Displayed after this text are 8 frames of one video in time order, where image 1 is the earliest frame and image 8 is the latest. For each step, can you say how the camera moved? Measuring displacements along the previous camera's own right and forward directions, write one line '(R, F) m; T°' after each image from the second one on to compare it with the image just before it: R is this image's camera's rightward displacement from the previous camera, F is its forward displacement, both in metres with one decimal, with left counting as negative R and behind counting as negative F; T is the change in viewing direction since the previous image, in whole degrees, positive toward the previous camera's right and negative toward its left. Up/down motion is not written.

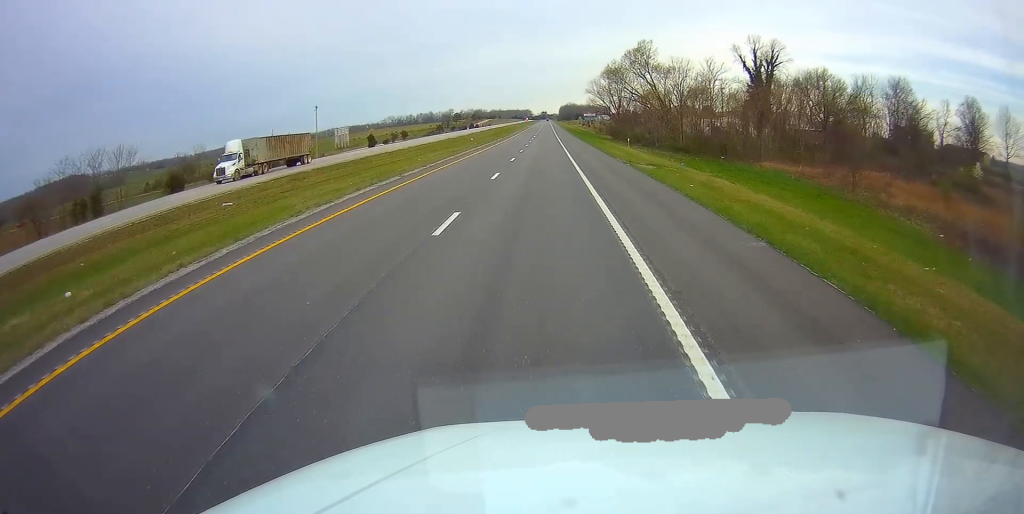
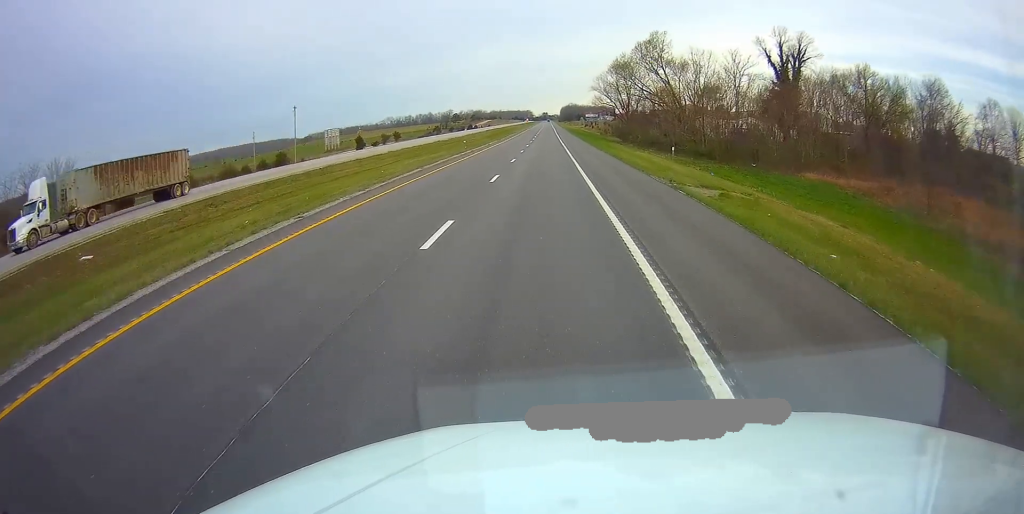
(0.0, +13.4) m; 0°
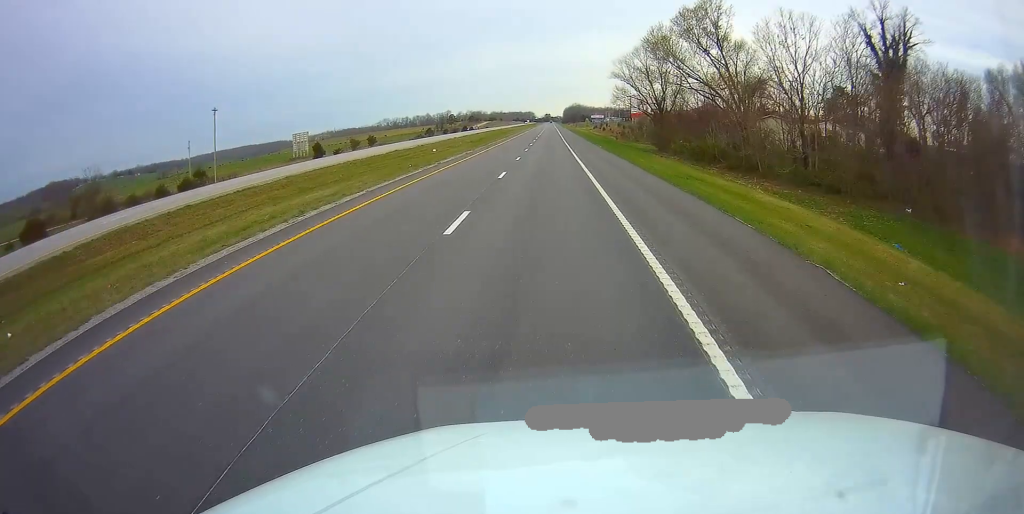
(-0.2, +34.9) m; 0°
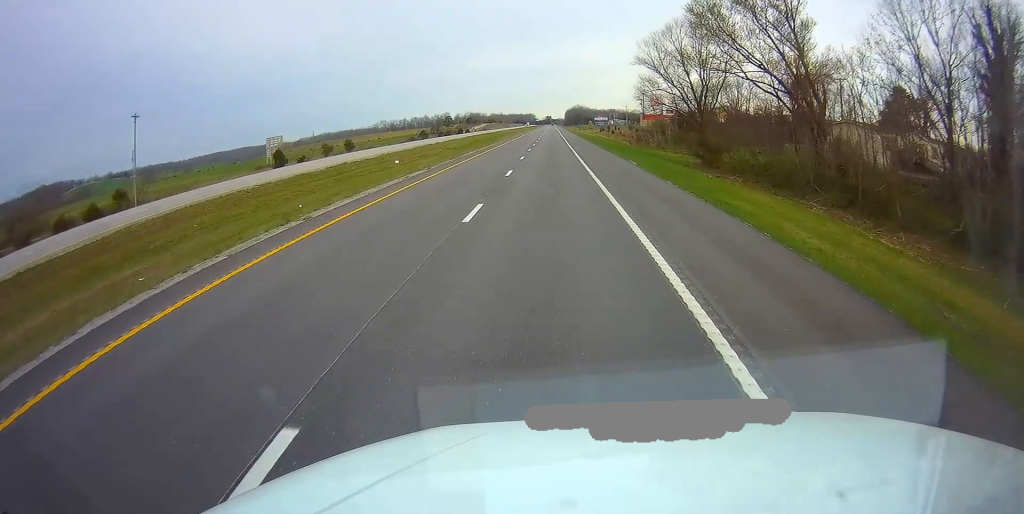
(+0.1, +22.5) m; 0°
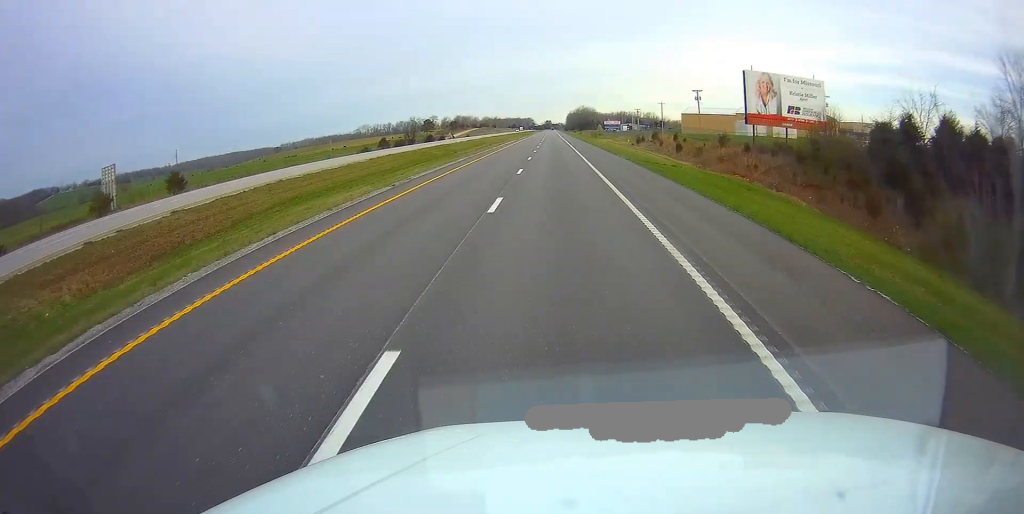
(0.0, +82.6) m; 0°
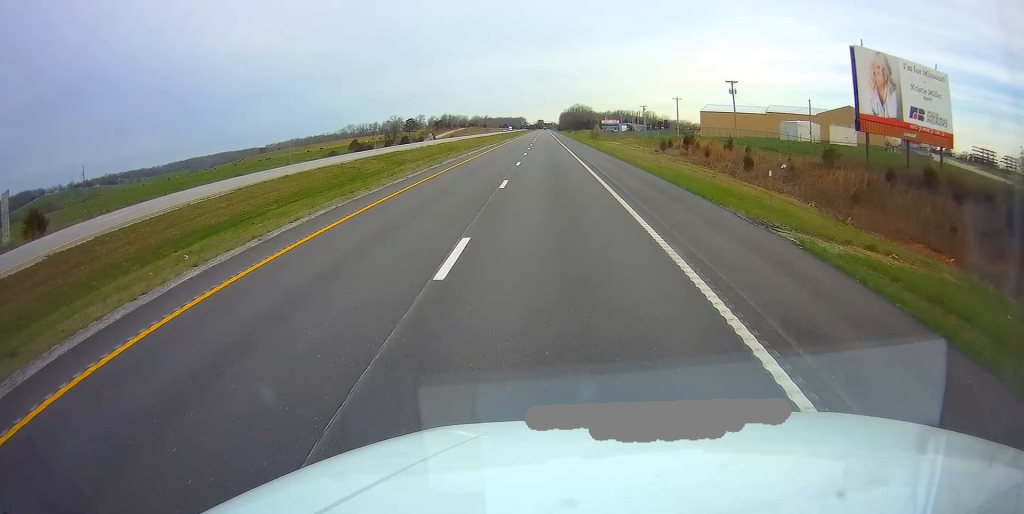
(+0.3, +30.3) m; 0°
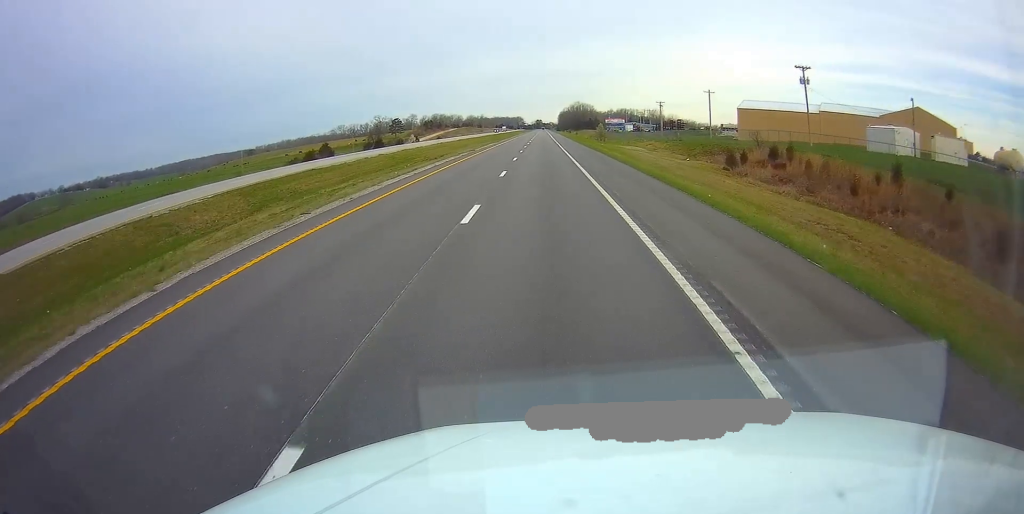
(-0.1, +31.3) m; 0°
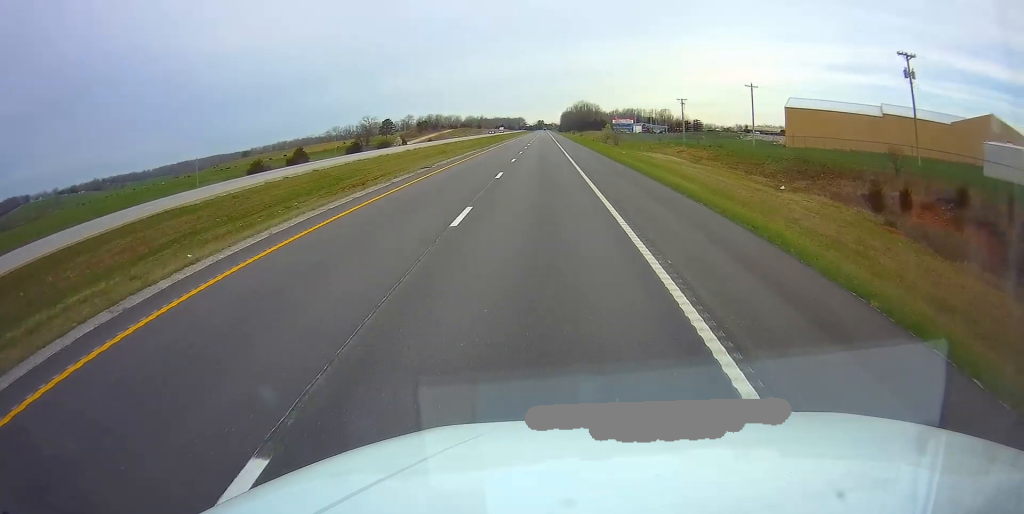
(+0.2, +24.2) m; 0°
